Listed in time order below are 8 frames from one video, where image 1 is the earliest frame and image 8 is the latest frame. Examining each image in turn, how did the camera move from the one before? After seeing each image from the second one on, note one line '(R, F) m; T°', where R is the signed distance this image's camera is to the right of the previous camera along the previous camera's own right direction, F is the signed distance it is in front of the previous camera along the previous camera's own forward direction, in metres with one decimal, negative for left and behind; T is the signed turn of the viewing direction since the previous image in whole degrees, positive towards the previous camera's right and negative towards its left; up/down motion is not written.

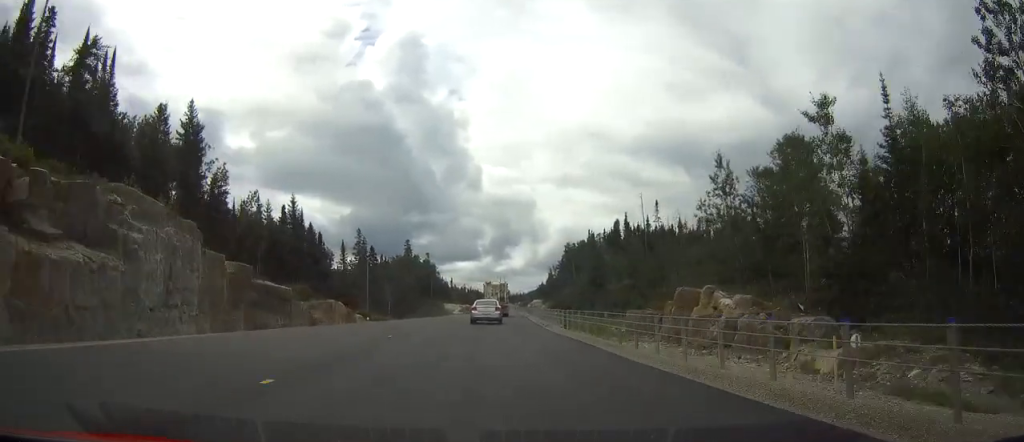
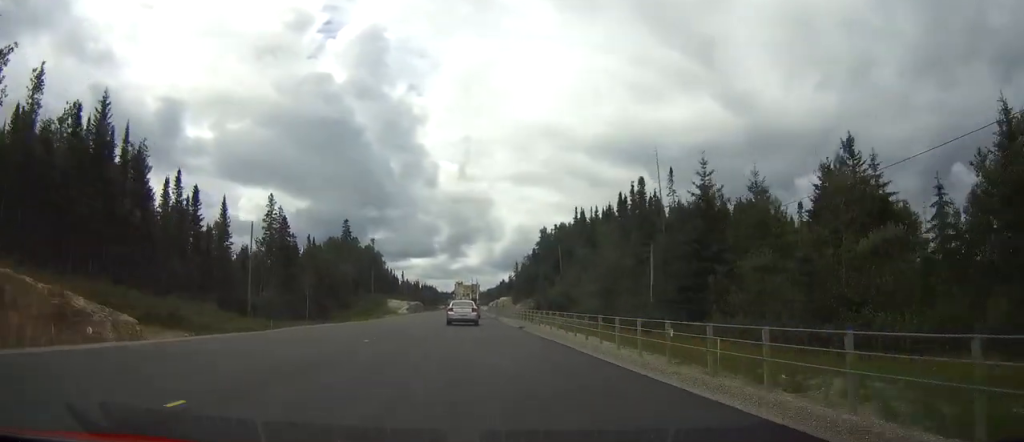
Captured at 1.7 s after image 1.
(+1.4, +45.2) m; +3°
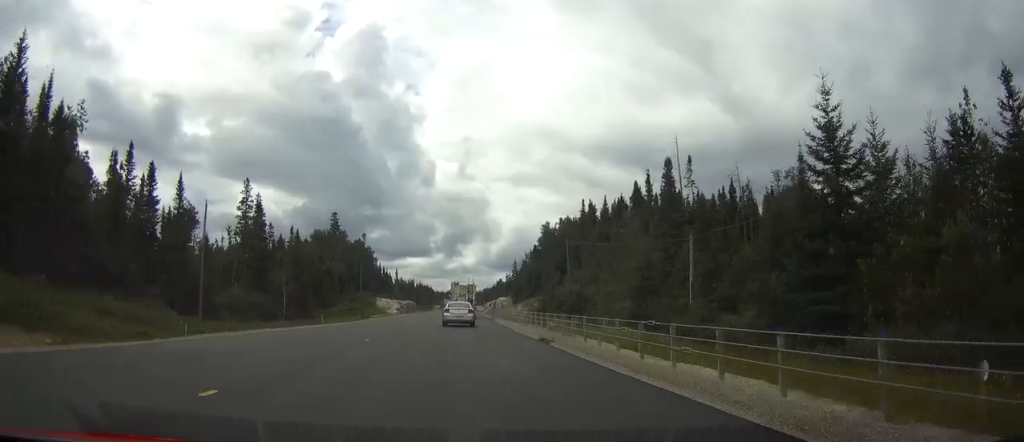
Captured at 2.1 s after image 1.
(+0.1, +12.7) m; 0°
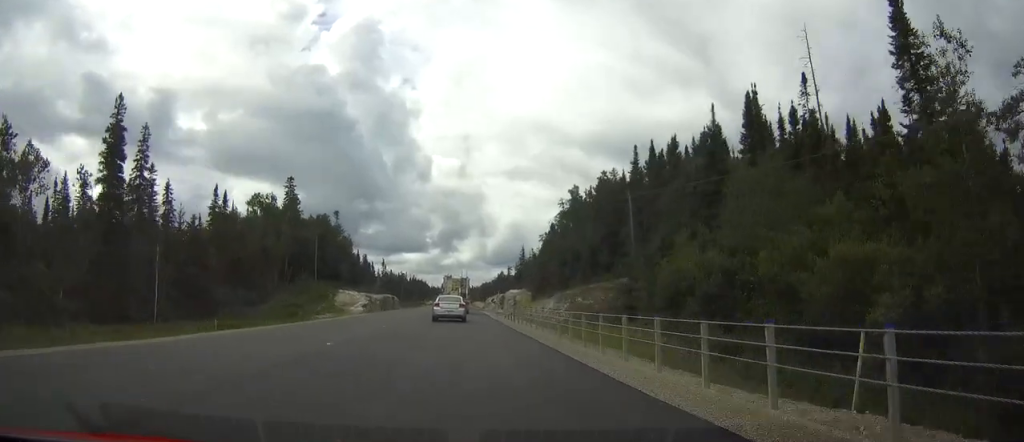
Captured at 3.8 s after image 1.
(0.0, +45.0) m; 0°
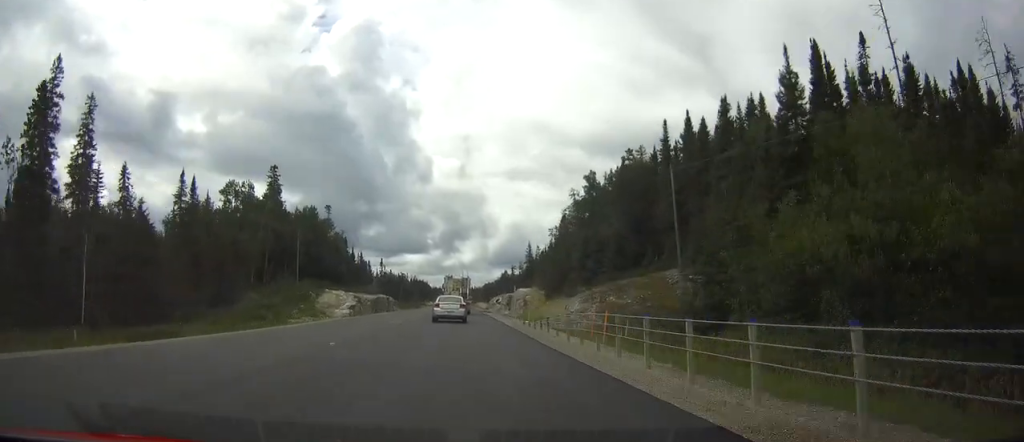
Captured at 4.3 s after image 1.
(0.0, +13.8) m; 0°
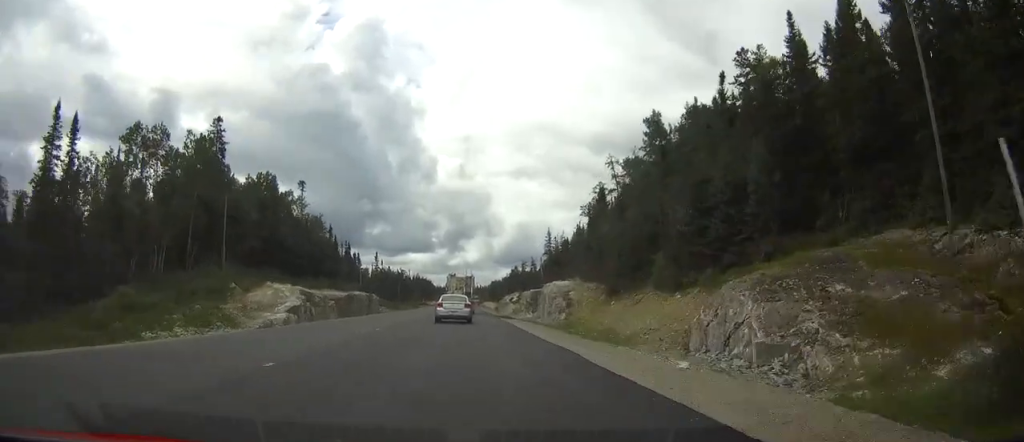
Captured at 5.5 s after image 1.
(-0.2, +32.9) m; 0°
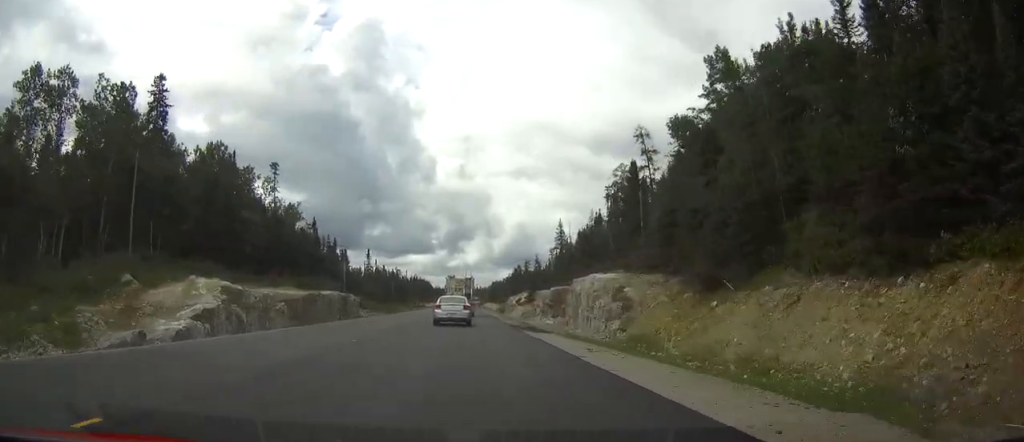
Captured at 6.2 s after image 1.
(0.0, +20.0) m; 0°
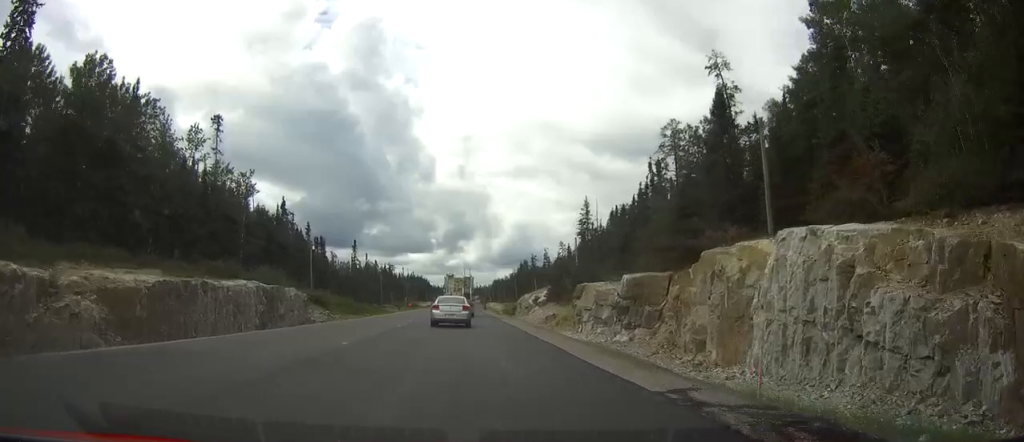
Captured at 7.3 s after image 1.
(0.0, +29.5) m; 0°
